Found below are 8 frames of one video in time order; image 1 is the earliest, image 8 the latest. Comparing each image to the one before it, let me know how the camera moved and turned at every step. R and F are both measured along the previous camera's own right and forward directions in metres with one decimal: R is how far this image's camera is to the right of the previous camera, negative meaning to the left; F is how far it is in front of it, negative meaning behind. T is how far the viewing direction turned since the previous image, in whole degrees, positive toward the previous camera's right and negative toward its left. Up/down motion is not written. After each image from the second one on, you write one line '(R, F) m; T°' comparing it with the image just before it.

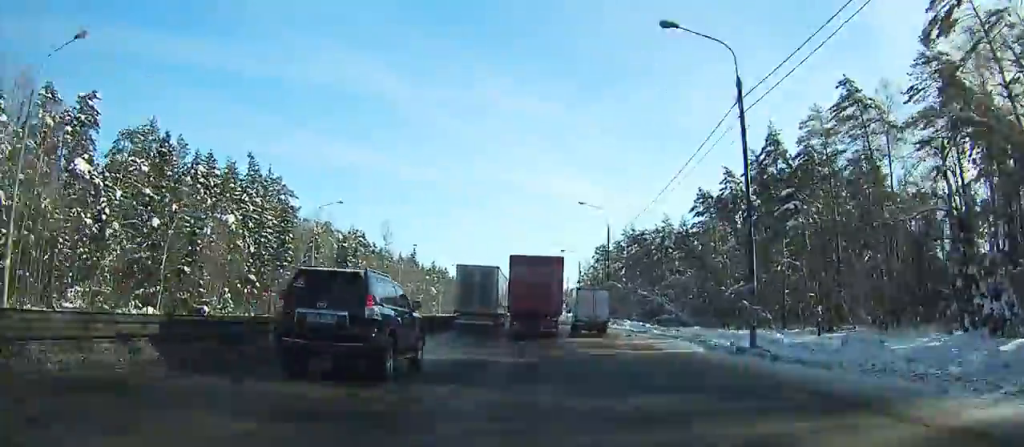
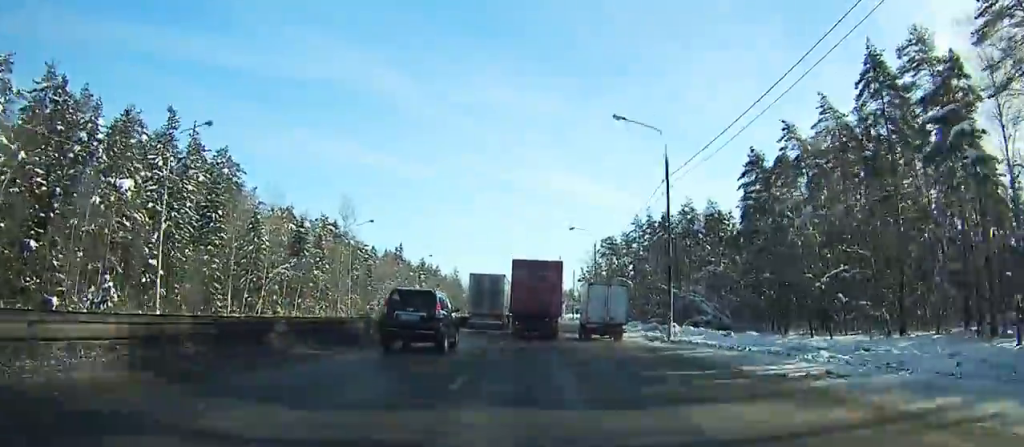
(0.0, +22.6) m; 0°
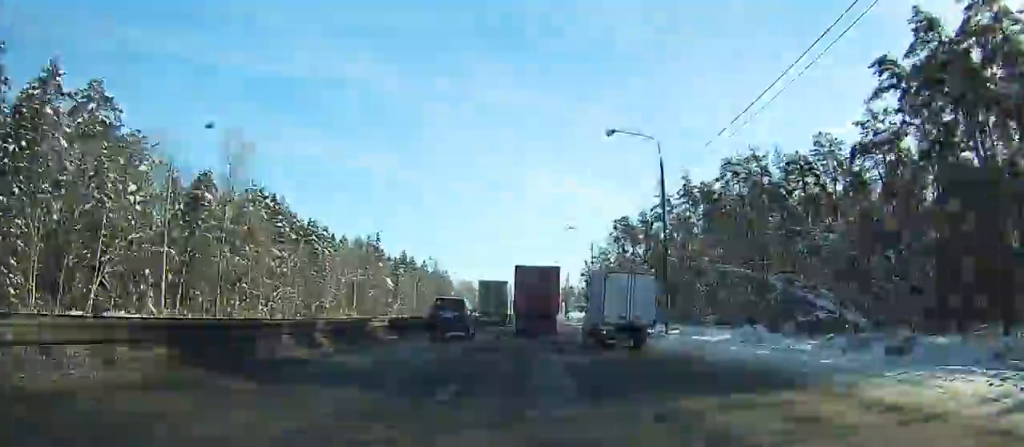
(0.0, +32.2) m; 0°
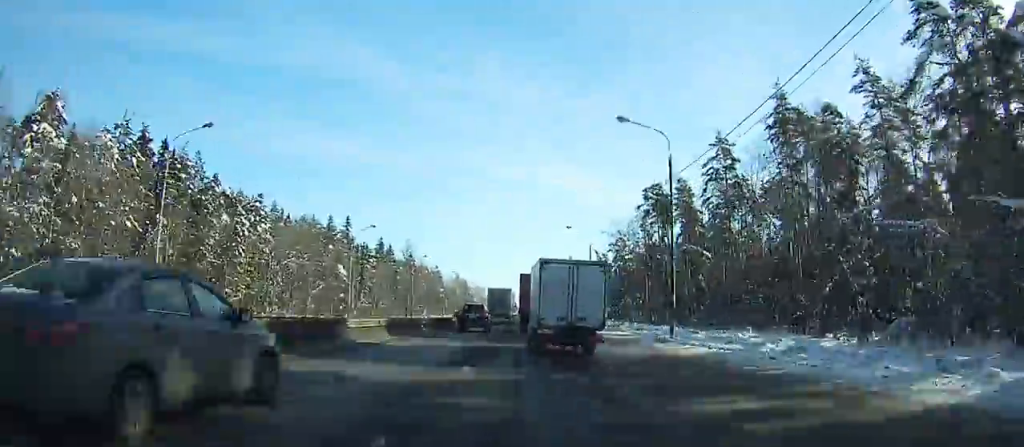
(0.0, +36.6) m; 0°
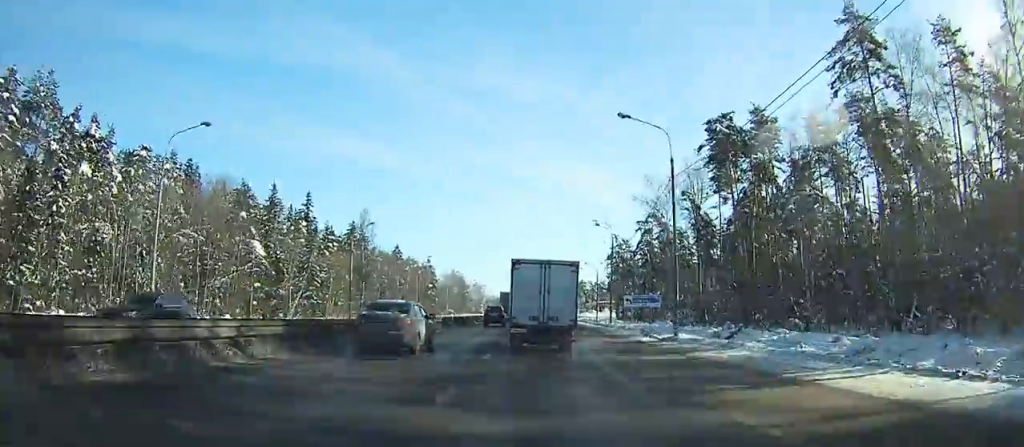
(-0.1, +36.6) m; 0°
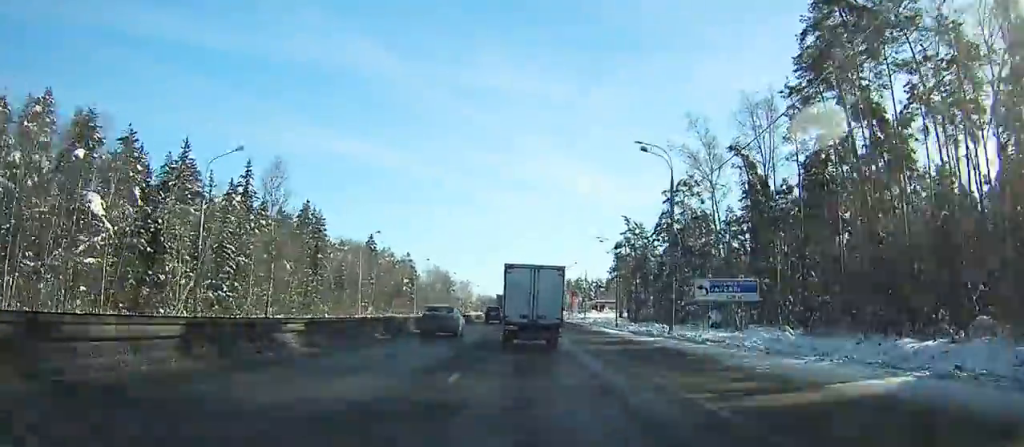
(-0.1, +30.3) m; 0°
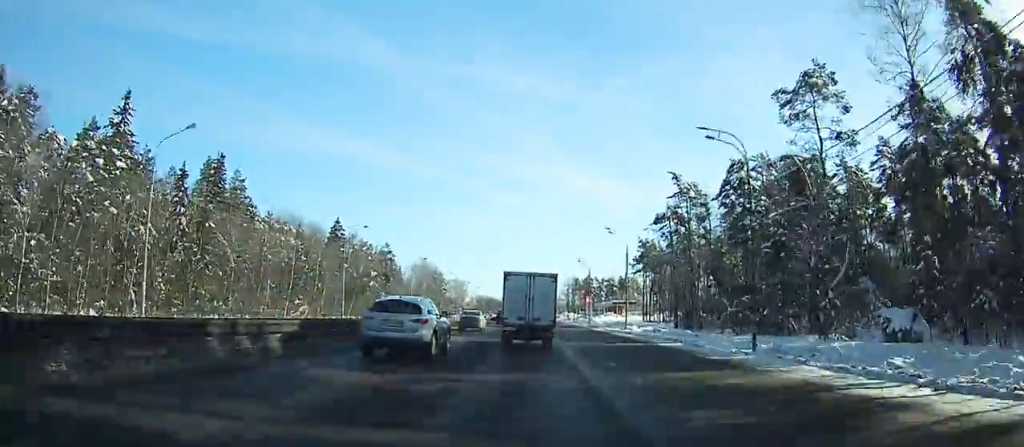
(+0.2, +42.1) m; +1°
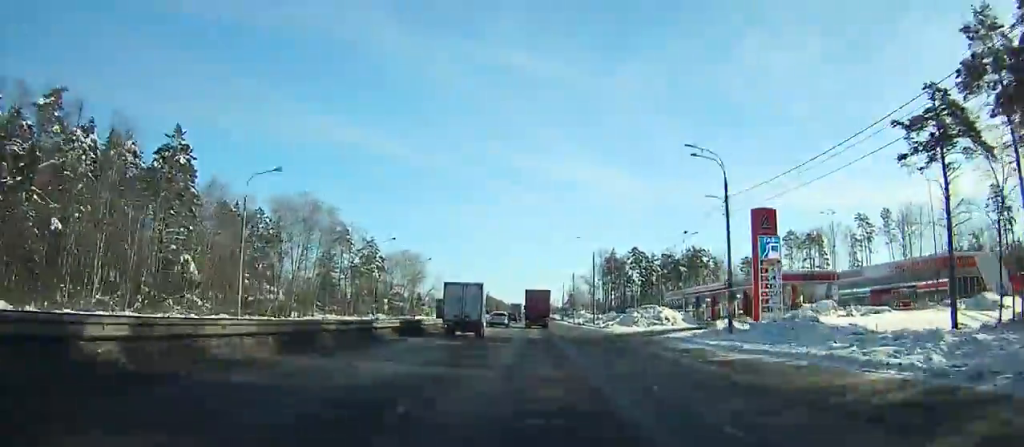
(-0.1, +131.9) m; 0°
